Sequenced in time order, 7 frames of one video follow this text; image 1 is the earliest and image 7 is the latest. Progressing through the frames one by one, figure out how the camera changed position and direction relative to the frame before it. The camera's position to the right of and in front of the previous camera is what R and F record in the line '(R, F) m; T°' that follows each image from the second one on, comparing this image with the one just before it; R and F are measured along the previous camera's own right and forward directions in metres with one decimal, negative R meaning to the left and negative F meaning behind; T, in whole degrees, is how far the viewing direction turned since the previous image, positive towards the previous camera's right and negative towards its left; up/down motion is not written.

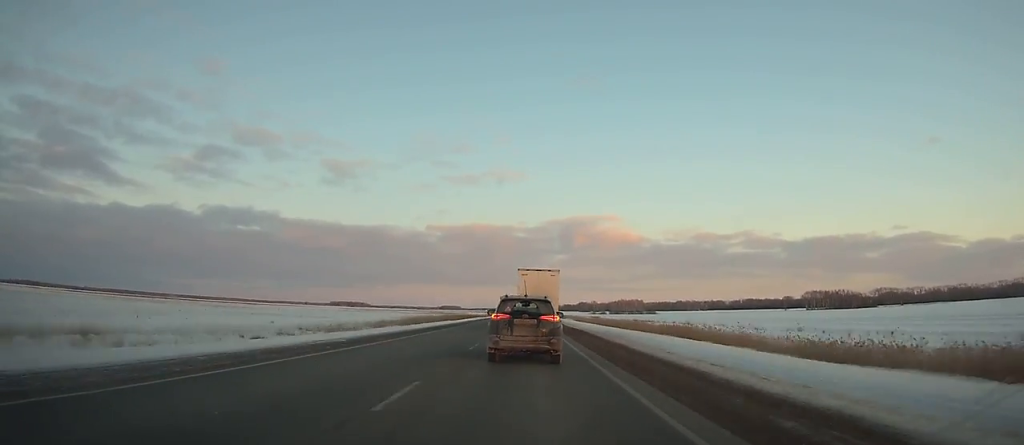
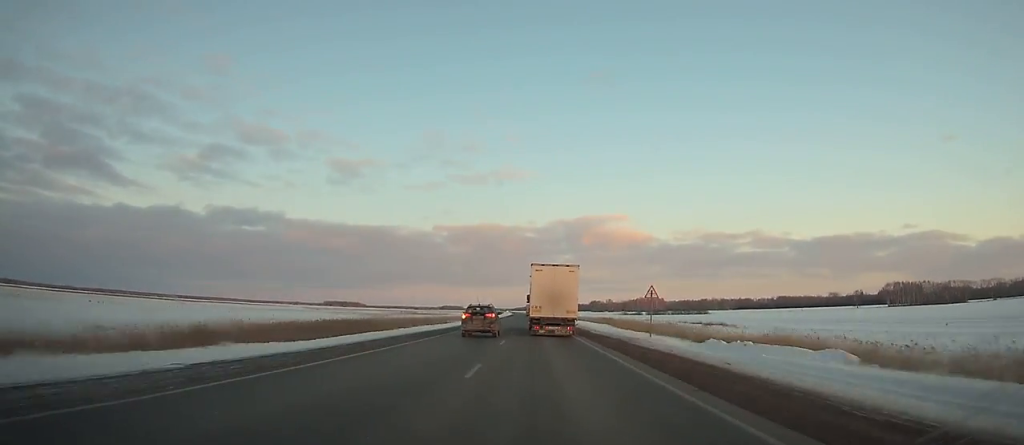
(-0.3, +137.2) m; 0°
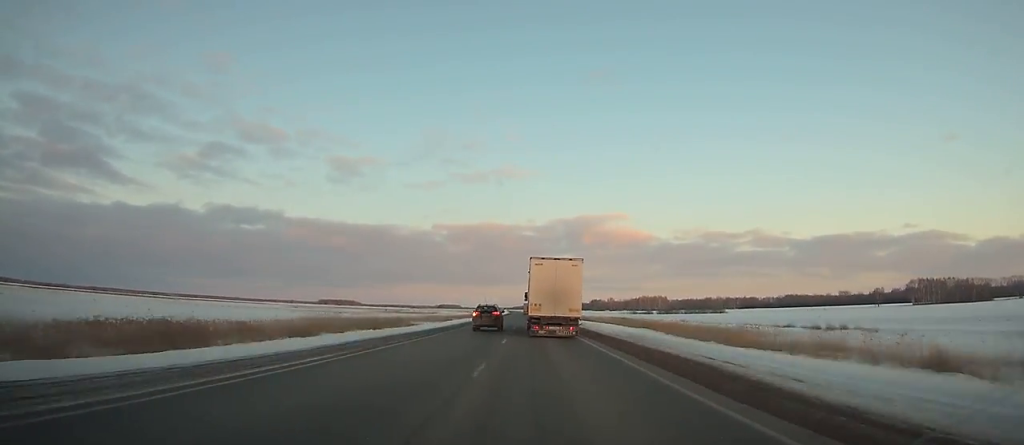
(0.0, +34.4) m; 0°
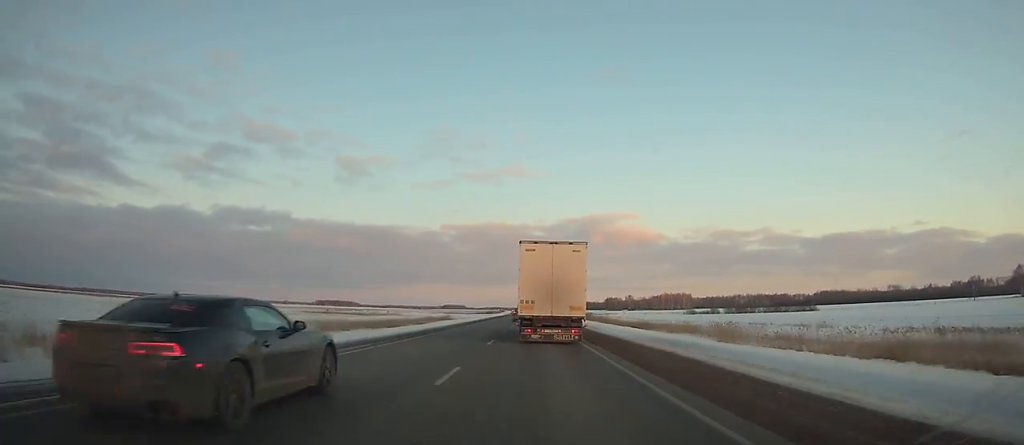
(+0.1, +107.3) m; 0°
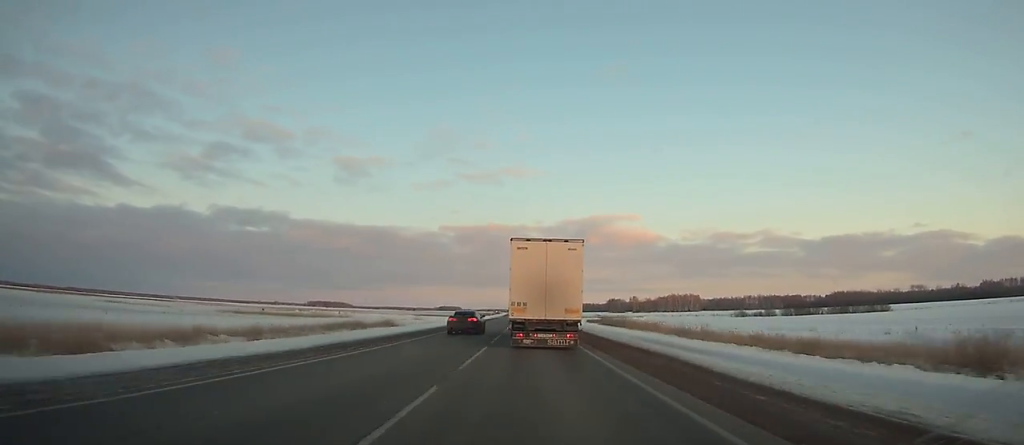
(-0.2, +56.1) m; 0°
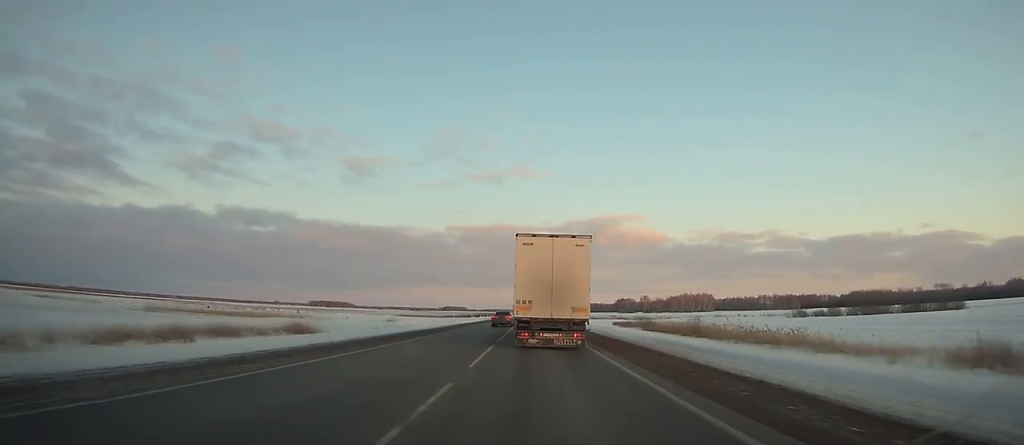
(0.0, +35.7) m; 0°
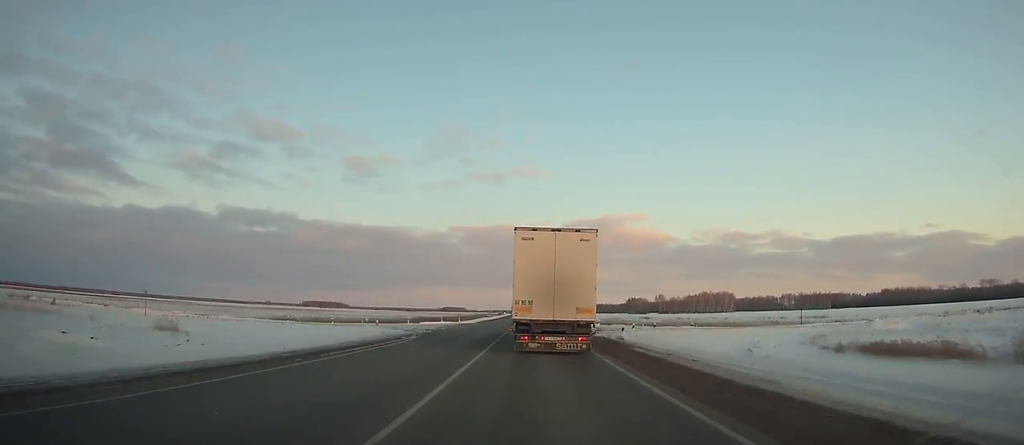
(-0.5, +77.4) m; 0°
